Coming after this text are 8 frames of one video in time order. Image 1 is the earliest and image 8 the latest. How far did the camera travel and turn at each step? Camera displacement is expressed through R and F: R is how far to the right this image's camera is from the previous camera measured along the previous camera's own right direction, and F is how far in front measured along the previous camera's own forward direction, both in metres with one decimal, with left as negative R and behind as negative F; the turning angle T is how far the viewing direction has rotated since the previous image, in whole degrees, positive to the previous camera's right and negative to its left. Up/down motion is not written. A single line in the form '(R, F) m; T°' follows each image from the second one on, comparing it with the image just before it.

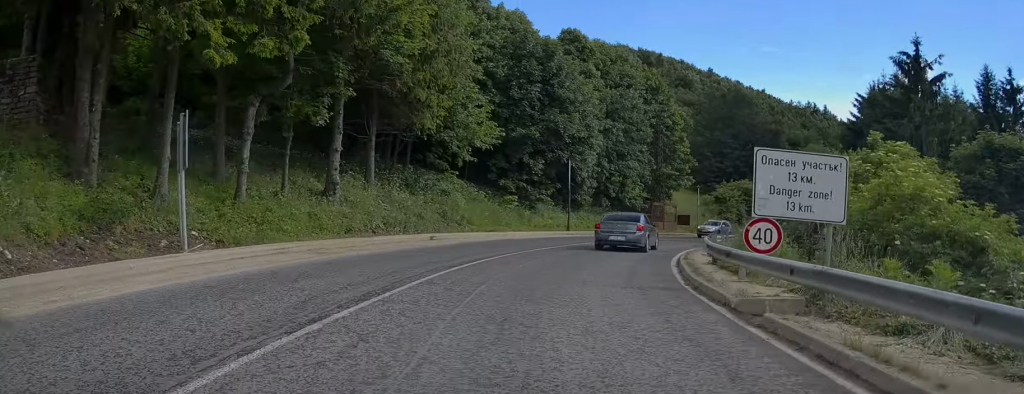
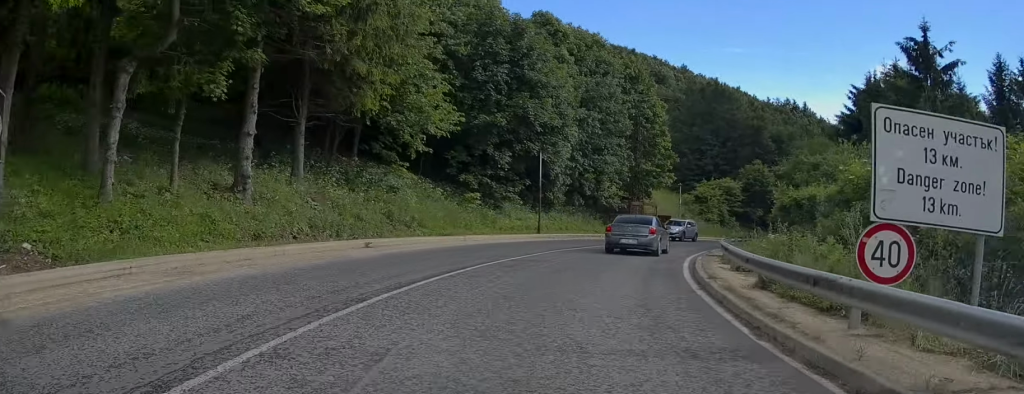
(+0.3, +5.1) m; +3°
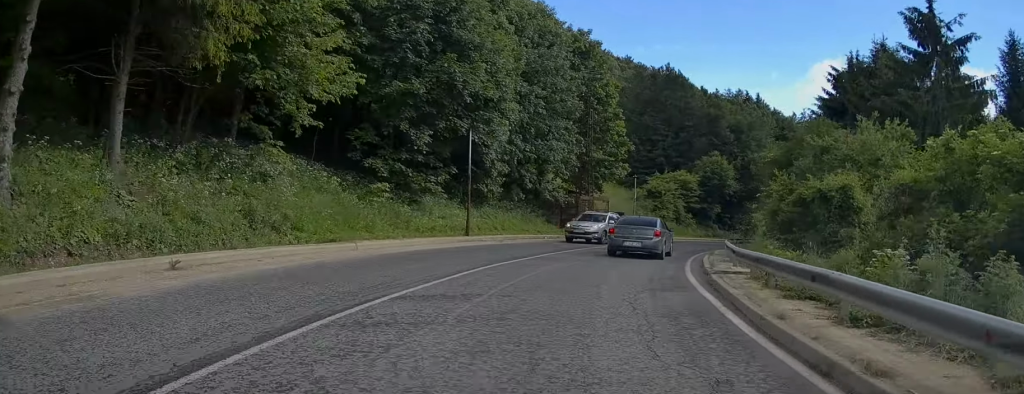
(+0.3, +7.7) m; +5°
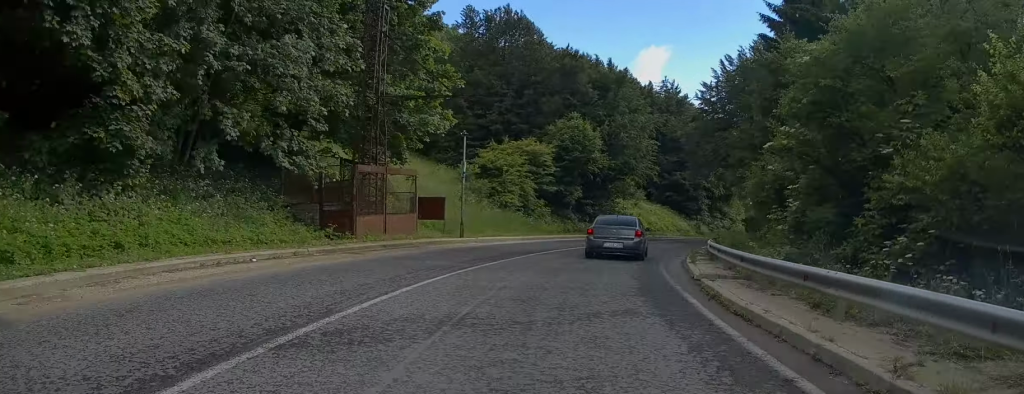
(+2.6, +20.3) m; +13°
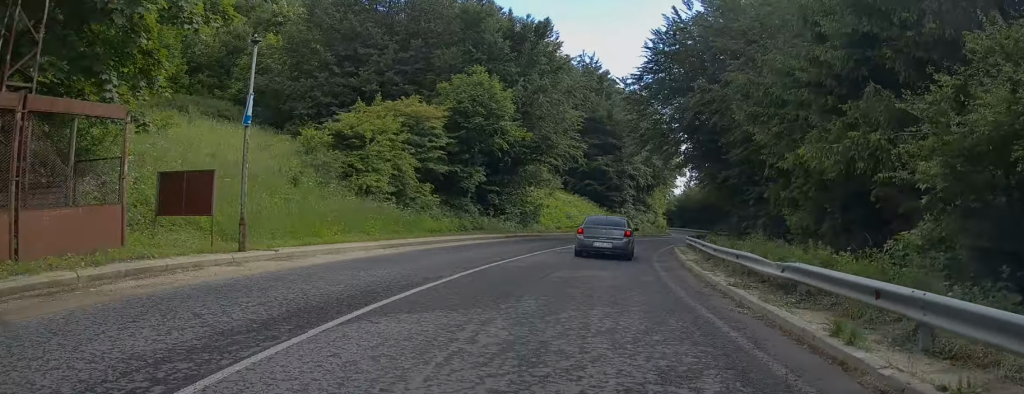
(+0.9, +14.1) m; +7°
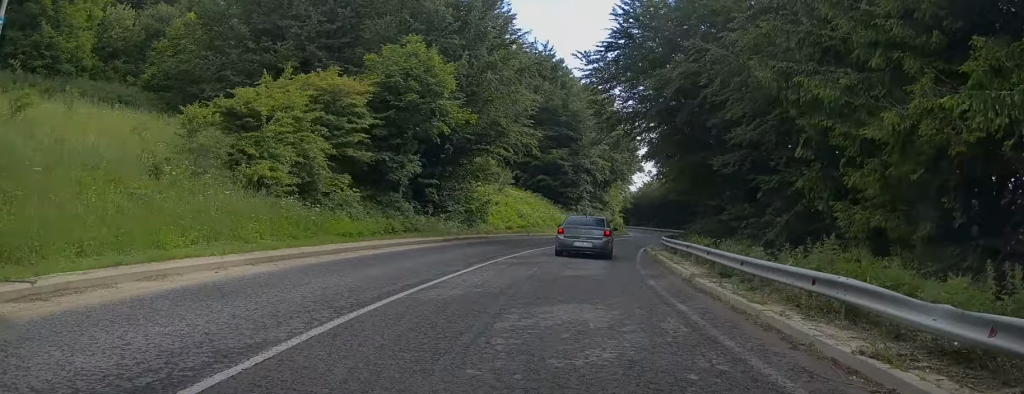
(+0.1, +6.3) m; +3°
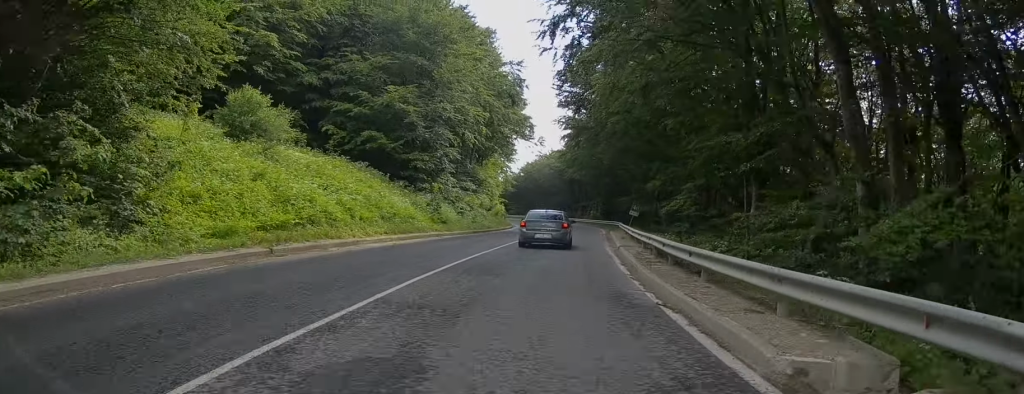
(+2.8, +28.8) m; +9°
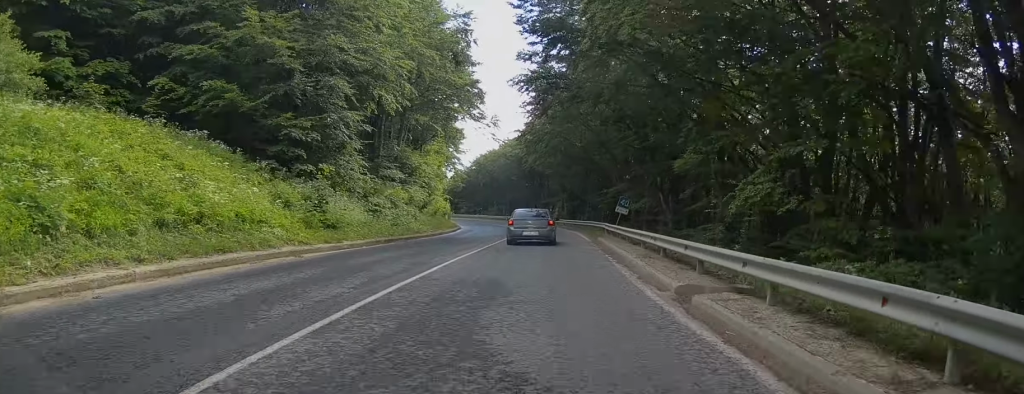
(+0.4, +15.0) m; +2°
